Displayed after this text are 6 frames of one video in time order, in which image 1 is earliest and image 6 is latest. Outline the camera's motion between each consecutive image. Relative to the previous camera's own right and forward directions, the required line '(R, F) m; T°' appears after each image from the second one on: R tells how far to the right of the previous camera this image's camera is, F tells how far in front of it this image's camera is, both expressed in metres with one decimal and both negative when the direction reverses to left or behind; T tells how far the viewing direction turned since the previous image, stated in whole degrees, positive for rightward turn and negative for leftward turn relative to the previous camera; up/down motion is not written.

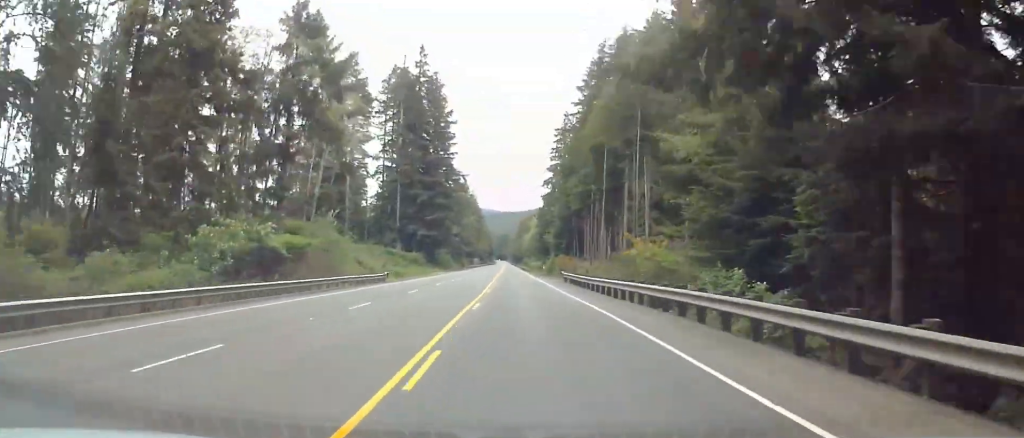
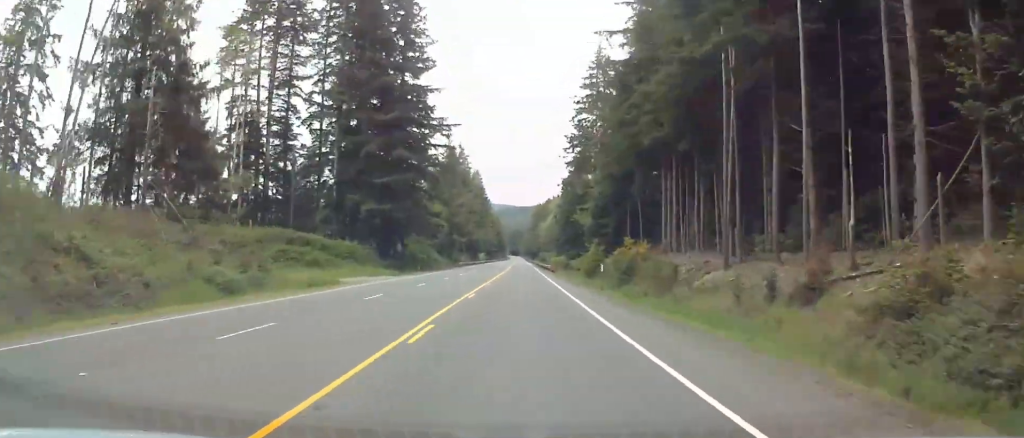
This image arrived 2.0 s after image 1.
(-9.2, +62.6) m; -11°
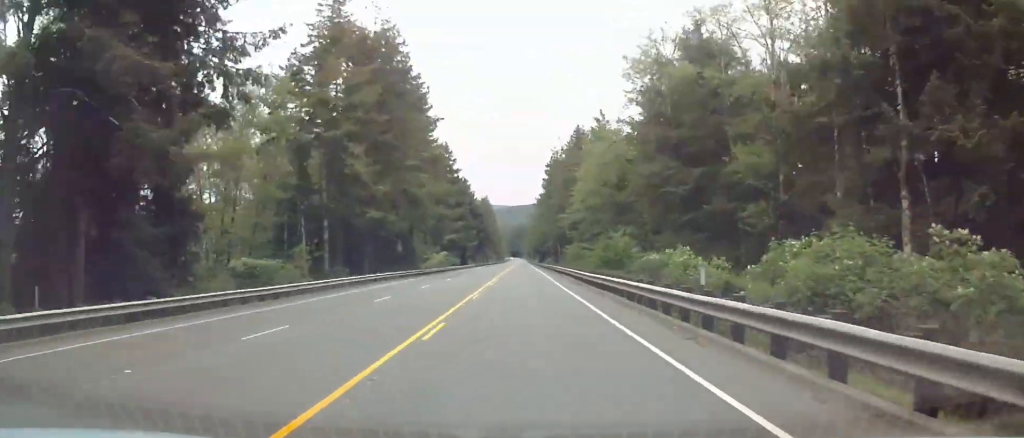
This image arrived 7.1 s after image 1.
(-8.9, +150.7) m; -4°
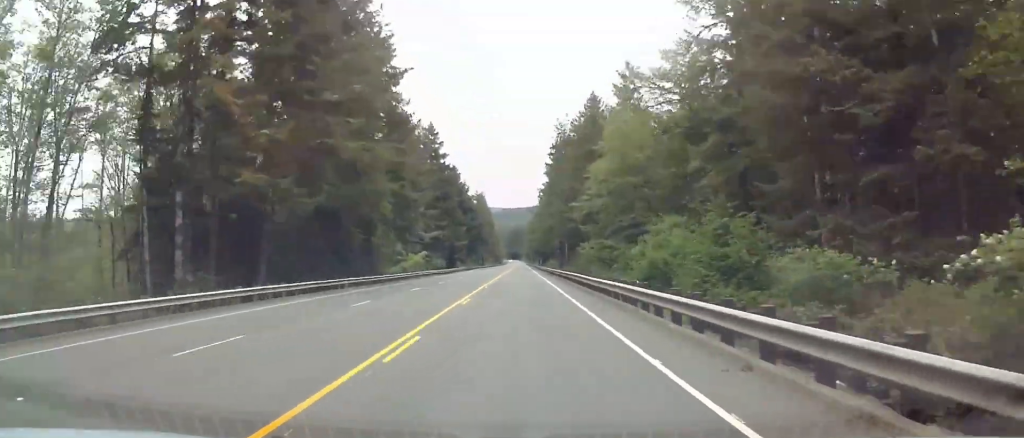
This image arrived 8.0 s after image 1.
(-0.2, +27.0) m; 0°
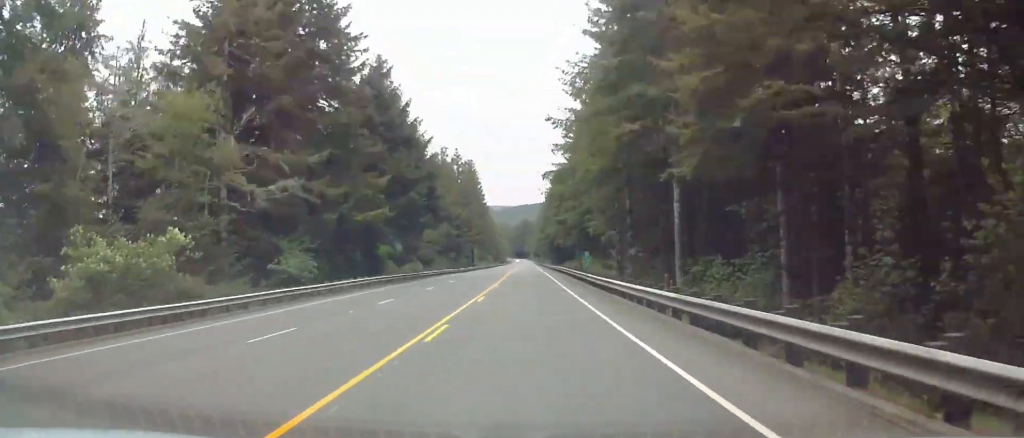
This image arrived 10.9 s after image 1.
(+0.1, +83.2) m; 0°
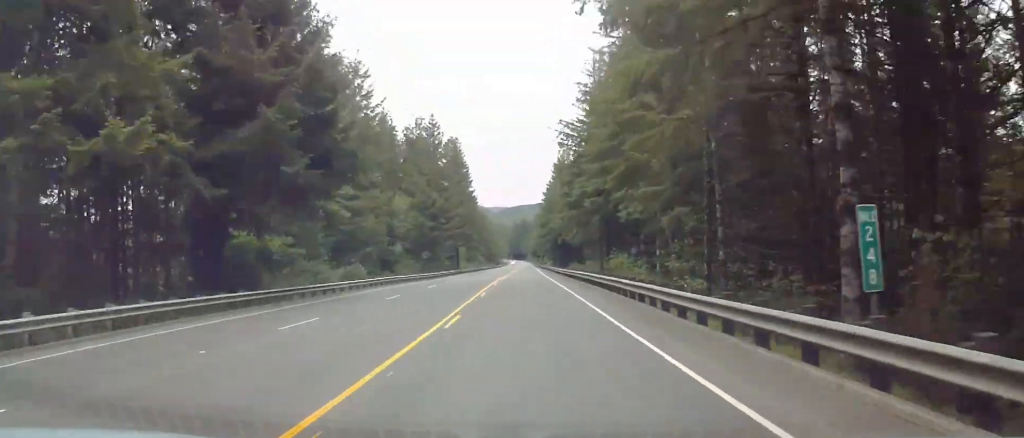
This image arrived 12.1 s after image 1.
(0.0, +34.9) m; 0°
